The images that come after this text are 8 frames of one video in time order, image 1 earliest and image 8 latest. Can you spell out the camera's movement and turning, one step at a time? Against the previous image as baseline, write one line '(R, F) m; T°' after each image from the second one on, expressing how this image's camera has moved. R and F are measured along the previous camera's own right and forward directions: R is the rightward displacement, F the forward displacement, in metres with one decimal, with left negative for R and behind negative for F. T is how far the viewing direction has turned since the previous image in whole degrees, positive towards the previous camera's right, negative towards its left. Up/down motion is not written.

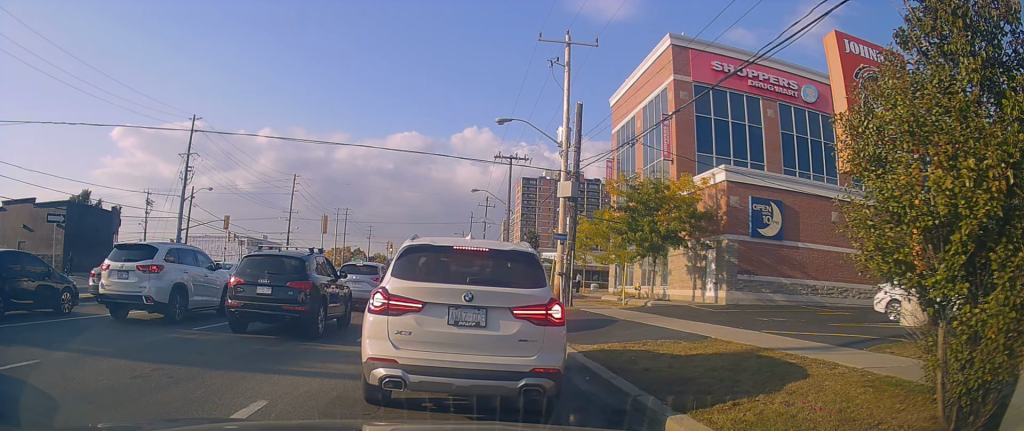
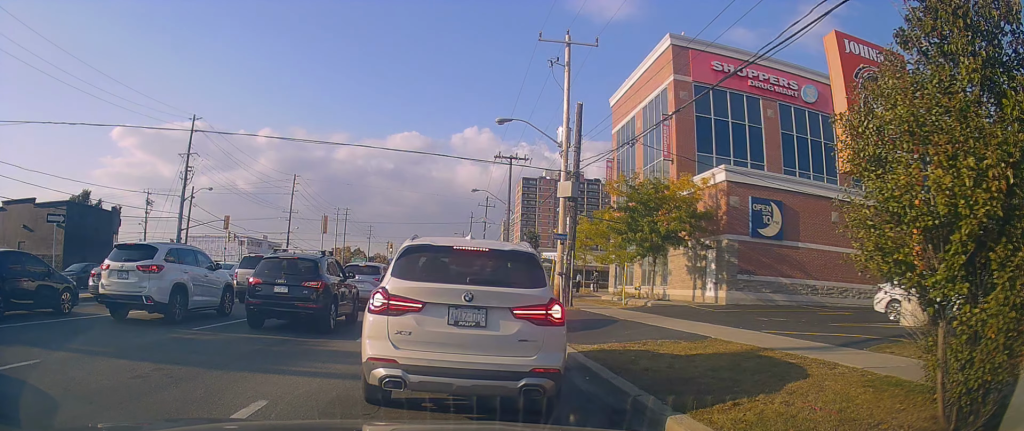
(0.0, 0.0) m; 0°
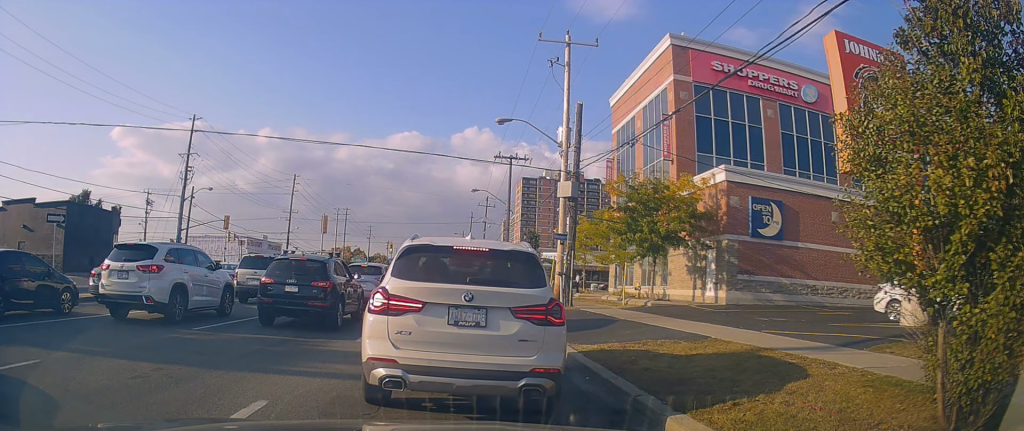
(0.0, 0.0) m; 0°
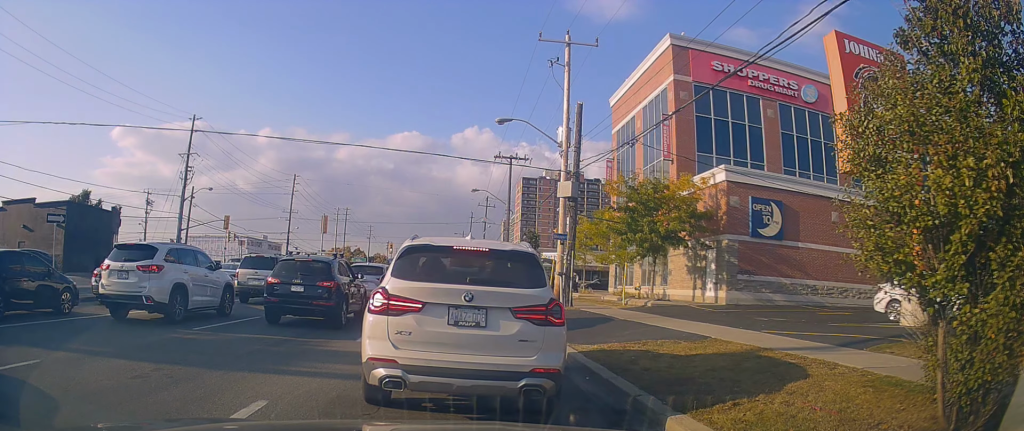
(0.0, 0.0) m; 0°
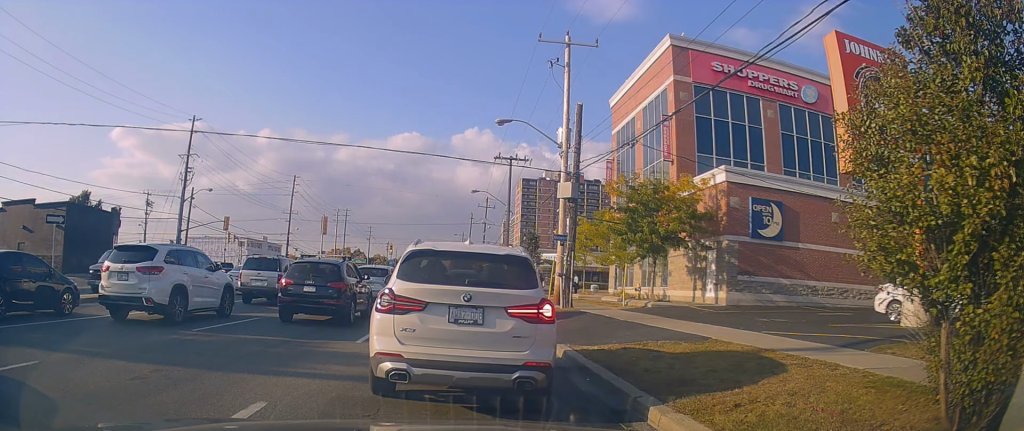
(0.0, 0.0) m; 0°
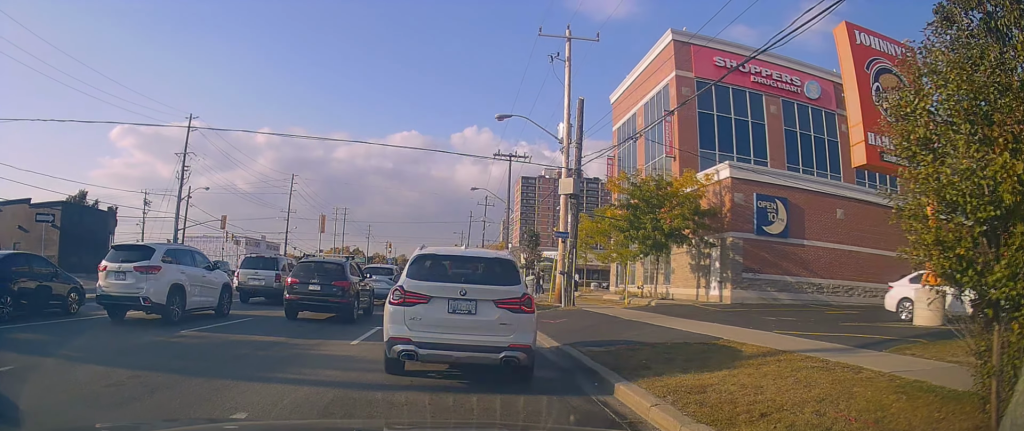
(0.0, +0.3) m; 0°
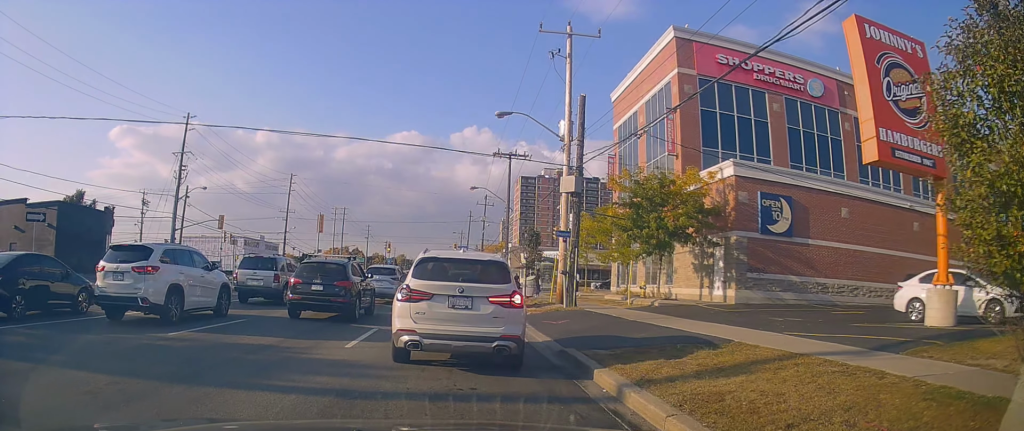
(0.0, +0.3) m; 0°
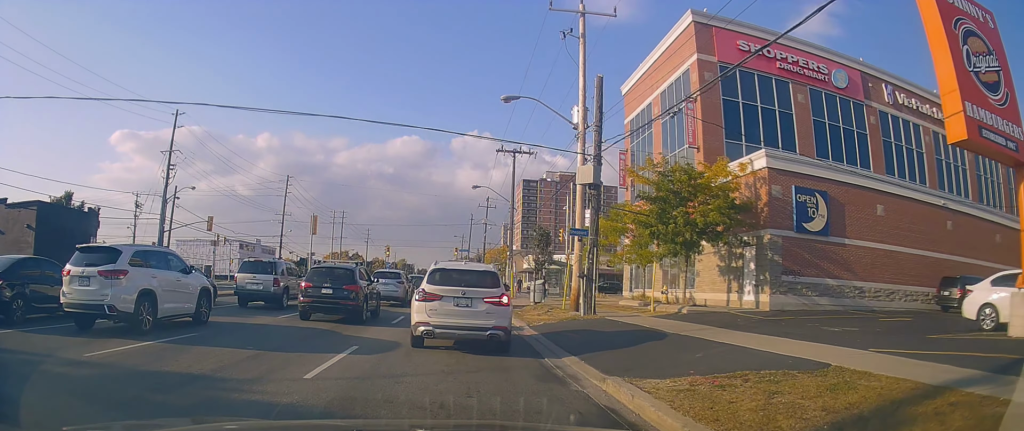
(-0.1, +2.6) m; -1°
